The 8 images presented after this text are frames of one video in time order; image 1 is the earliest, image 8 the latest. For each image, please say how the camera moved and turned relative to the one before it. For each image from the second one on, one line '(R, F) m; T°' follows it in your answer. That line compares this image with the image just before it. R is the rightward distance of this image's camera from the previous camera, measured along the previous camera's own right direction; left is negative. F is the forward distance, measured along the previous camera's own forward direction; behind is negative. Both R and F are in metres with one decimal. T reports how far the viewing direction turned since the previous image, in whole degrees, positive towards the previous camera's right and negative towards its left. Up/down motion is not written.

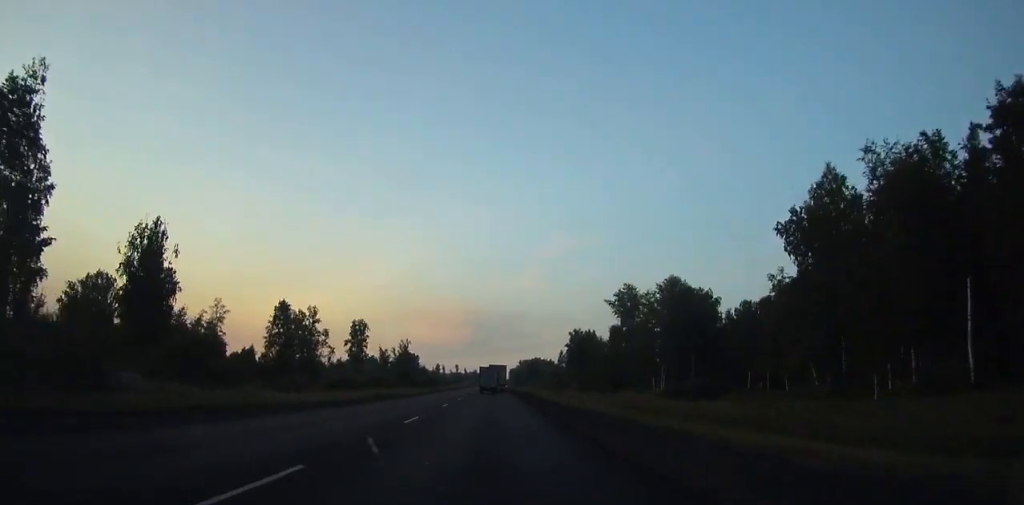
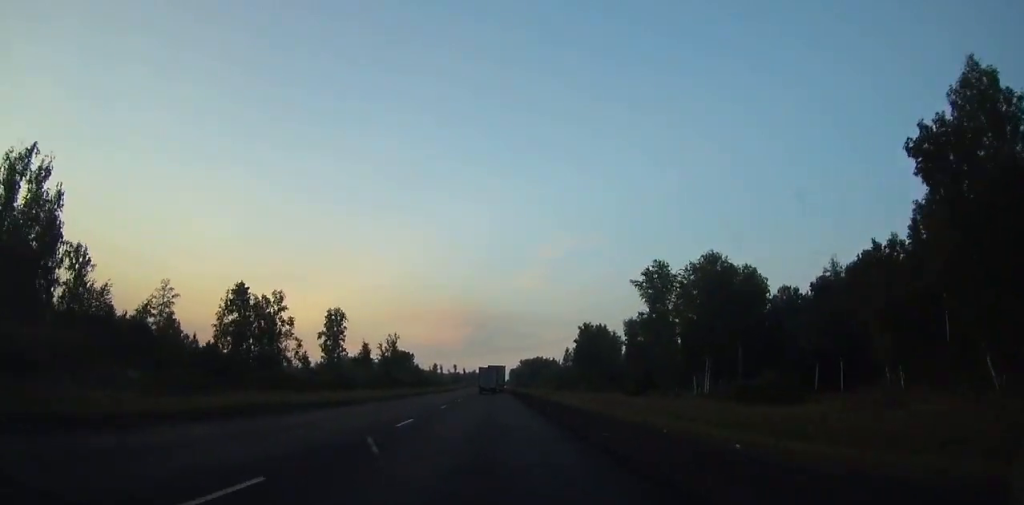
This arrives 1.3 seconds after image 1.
(+0.1, +24.9) m; 0°
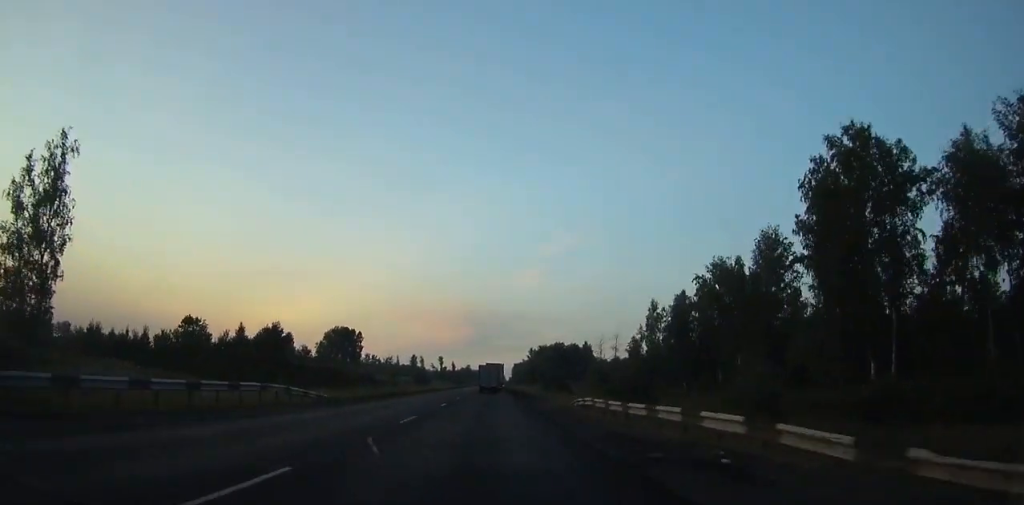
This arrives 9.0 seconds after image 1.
(+0.1, +152.6) m; 0°
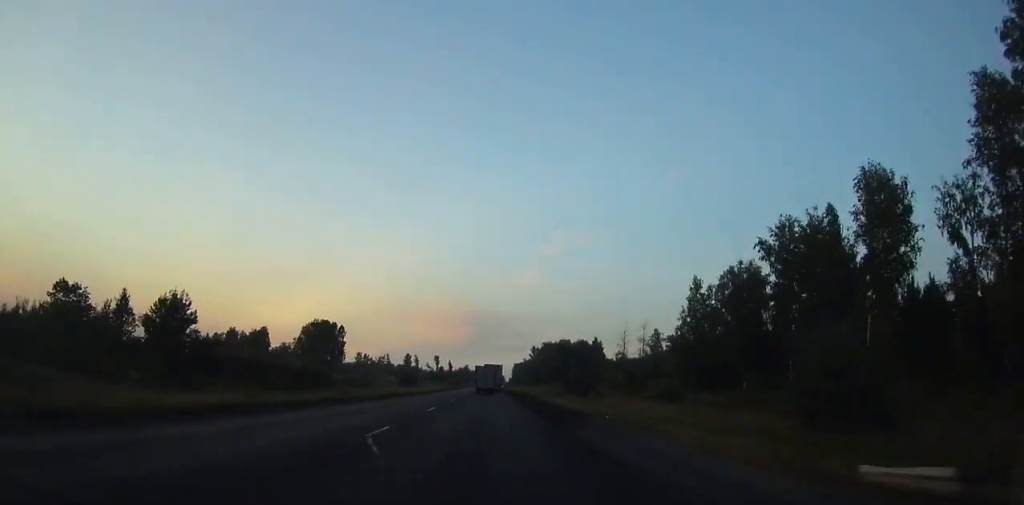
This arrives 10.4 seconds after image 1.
(+0.2, +28.0) m; 0°
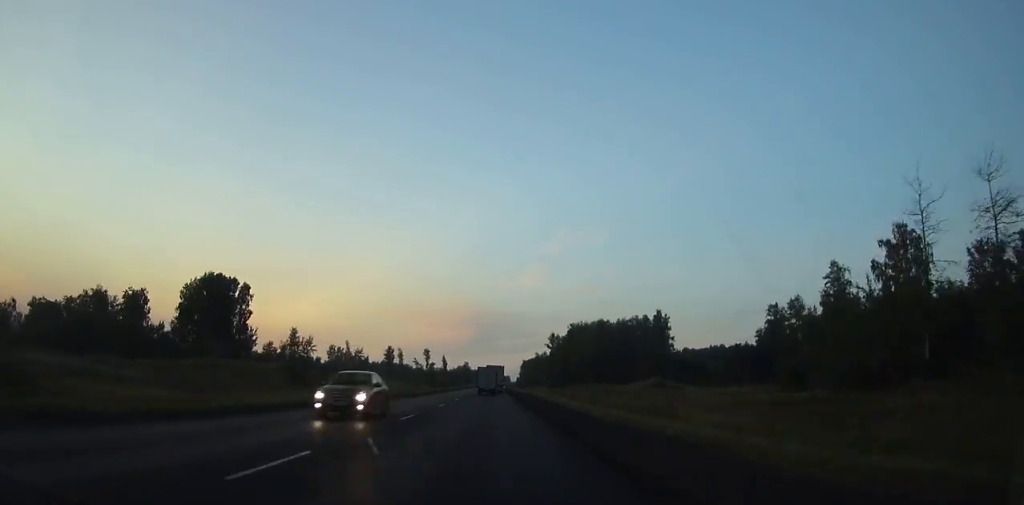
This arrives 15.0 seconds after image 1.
(-0.7, +91.5) m; 0°
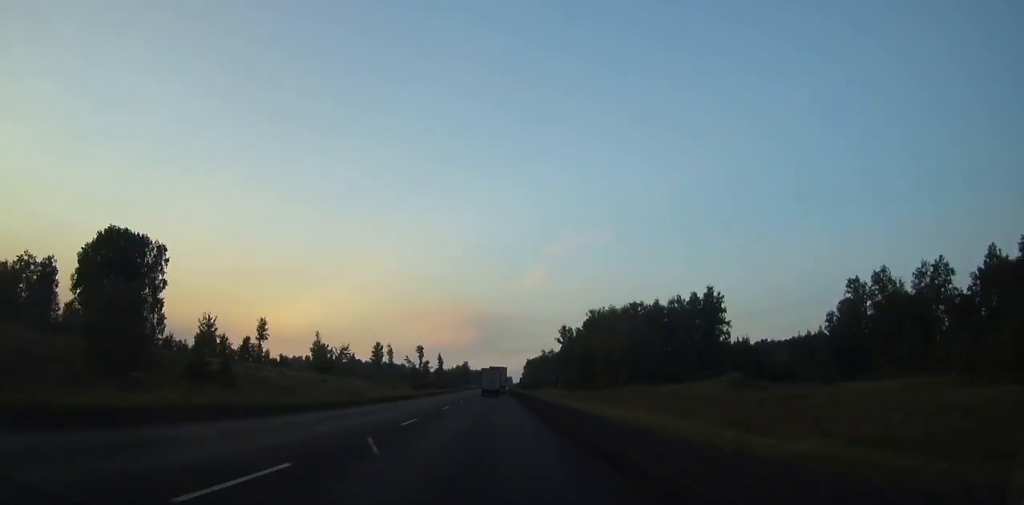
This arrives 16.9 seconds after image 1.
(+0.1, +37.8) m; 0°
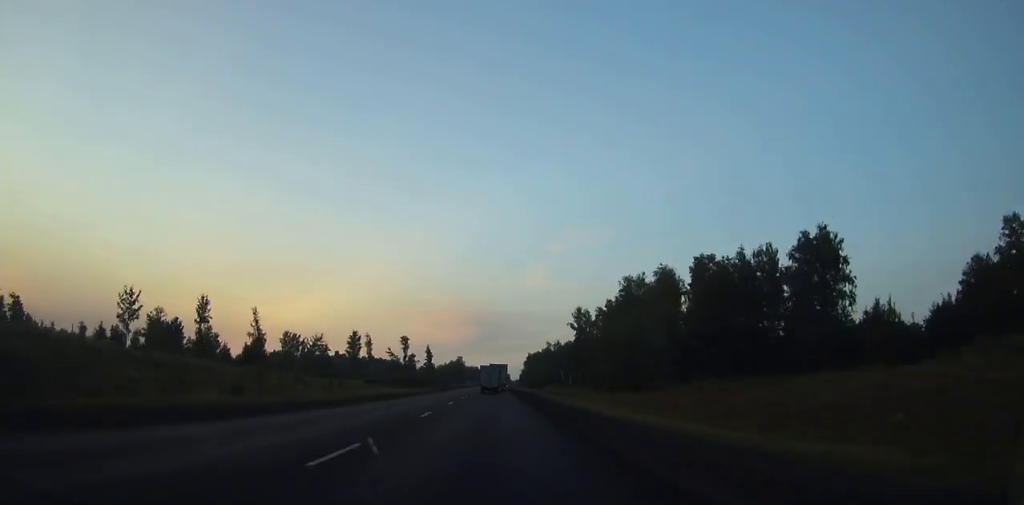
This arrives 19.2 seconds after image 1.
(-0.3, +46.1) m; 0°
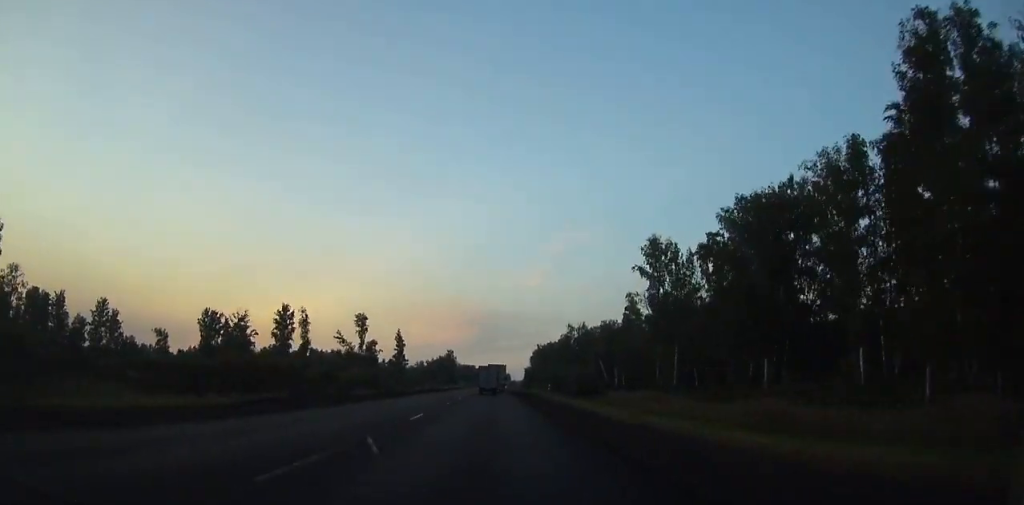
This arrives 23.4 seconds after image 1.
(+0.6, +85.4) m; 0°
